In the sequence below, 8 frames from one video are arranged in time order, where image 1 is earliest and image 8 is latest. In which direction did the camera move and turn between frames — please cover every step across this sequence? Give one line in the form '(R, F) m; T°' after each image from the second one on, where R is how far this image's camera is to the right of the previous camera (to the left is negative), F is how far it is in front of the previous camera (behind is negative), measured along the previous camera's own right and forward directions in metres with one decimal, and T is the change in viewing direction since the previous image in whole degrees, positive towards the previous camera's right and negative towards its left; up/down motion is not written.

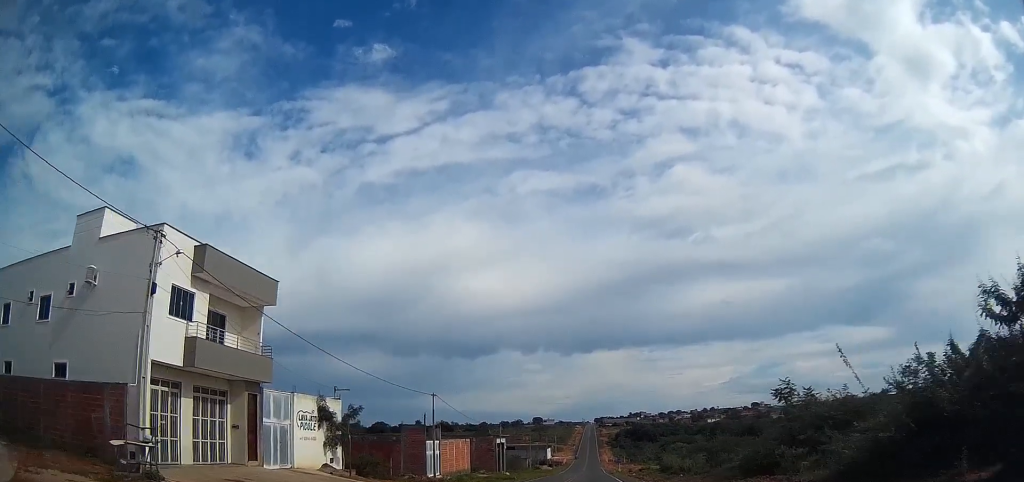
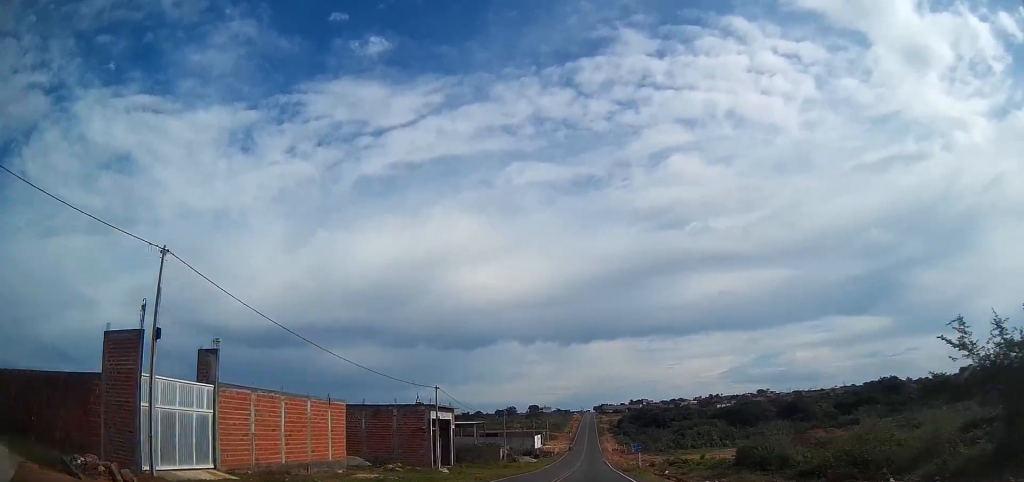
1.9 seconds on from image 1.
(-0.2, +34.7) m; -1°
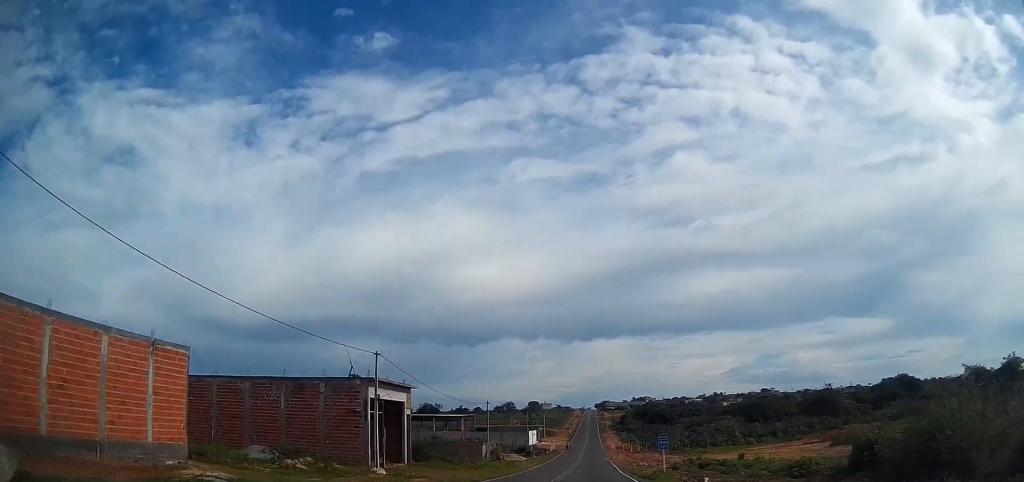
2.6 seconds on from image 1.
(0.0, +14.0) m; 0°
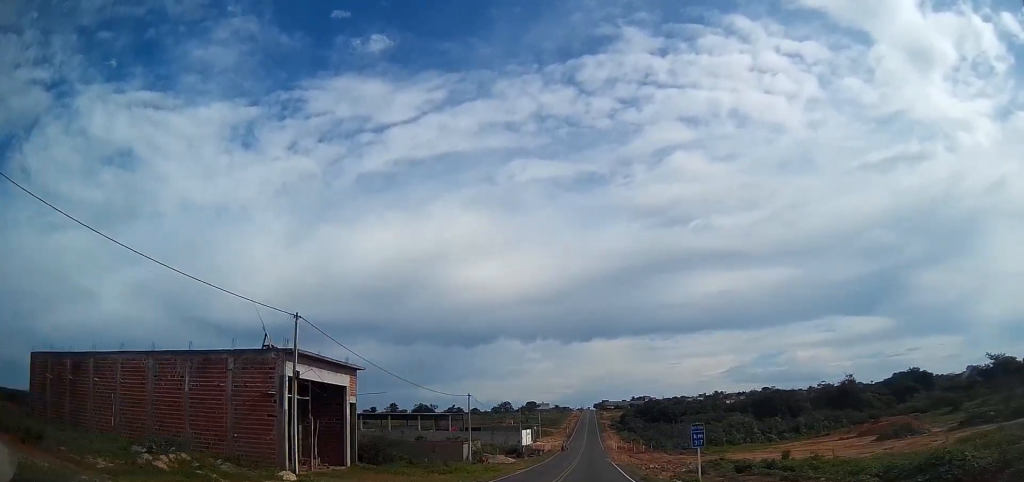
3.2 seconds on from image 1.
(+0.1, +11.1) m; 0°
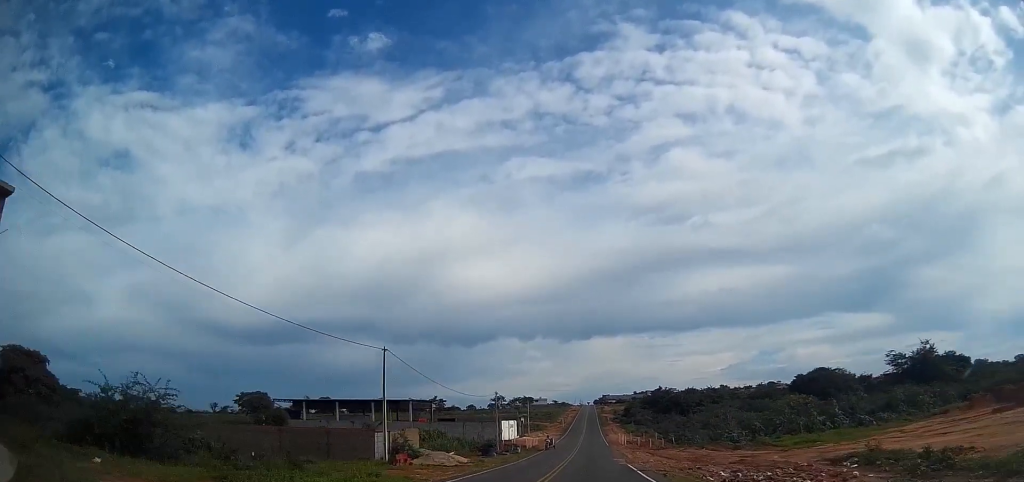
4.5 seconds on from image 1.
(0.0, +27.1) m; +1°
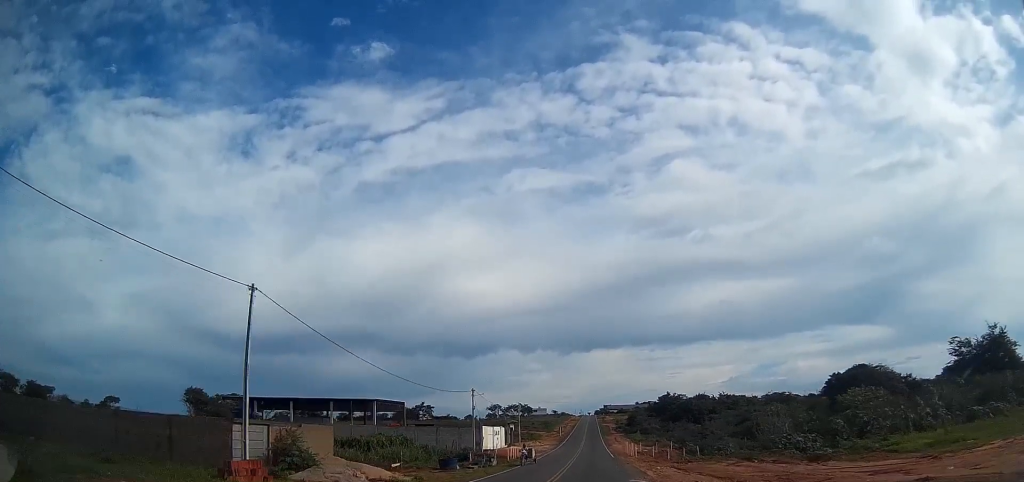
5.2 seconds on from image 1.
(+0.3, +15.1) m; 0°
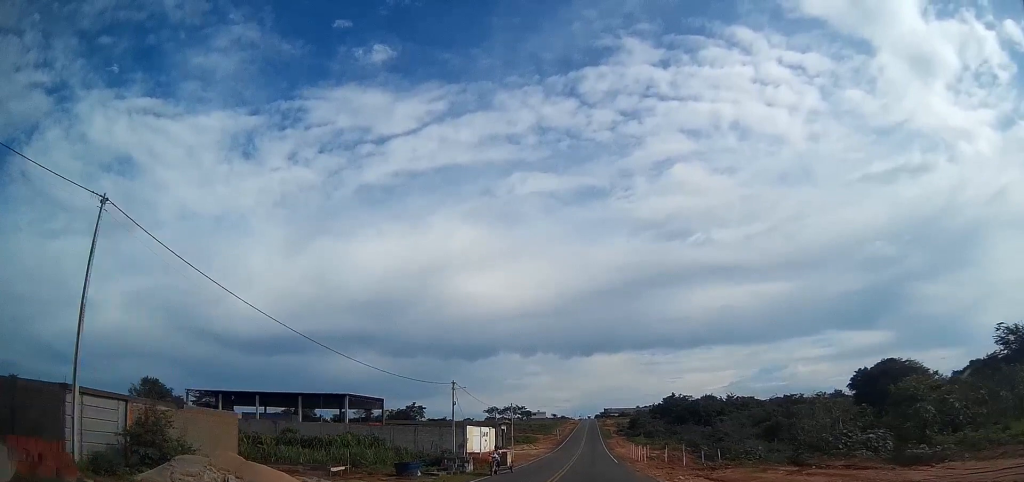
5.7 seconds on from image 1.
(-0.2, +10.5) m; 0°
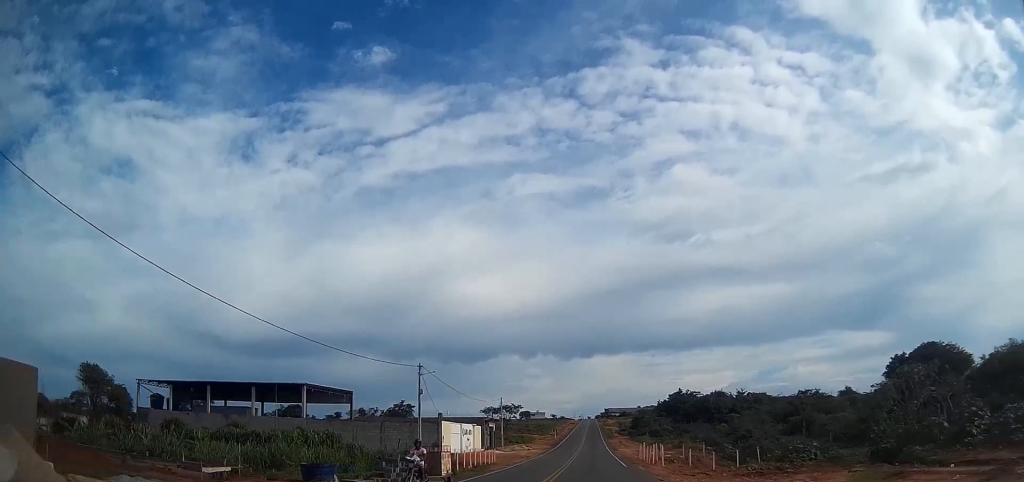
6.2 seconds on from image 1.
(-0.1, +10.5) m; 0°
